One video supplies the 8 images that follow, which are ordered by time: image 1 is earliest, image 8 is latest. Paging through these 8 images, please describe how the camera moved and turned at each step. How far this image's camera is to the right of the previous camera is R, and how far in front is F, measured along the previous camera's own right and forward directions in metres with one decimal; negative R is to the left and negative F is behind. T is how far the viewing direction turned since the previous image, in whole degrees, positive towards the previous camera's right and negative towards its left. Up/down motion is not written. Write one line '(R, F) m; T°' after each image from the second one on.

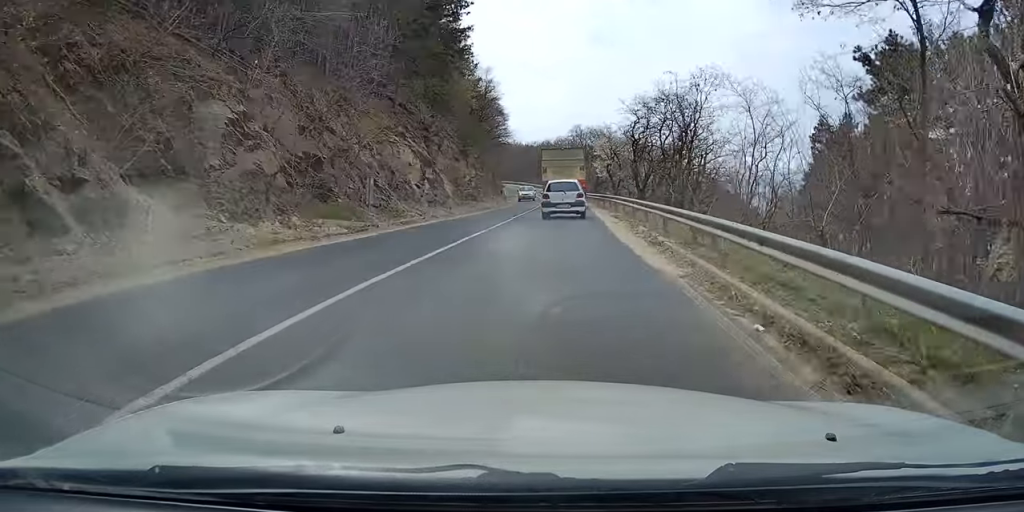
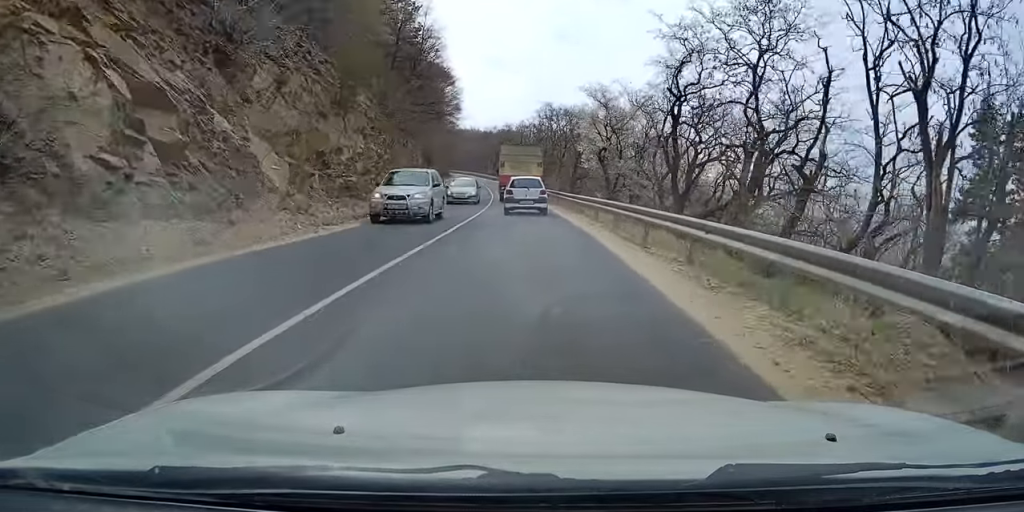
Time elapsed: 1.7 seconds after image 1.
(+1.6, +23.0) m; +4°
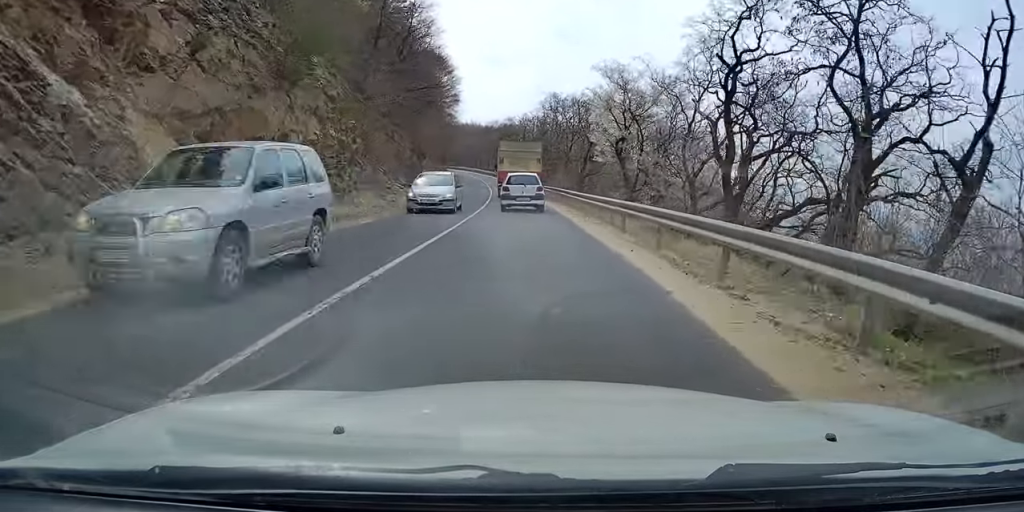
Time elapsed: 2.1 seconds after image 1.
(0.0, +6.0) m; 0°
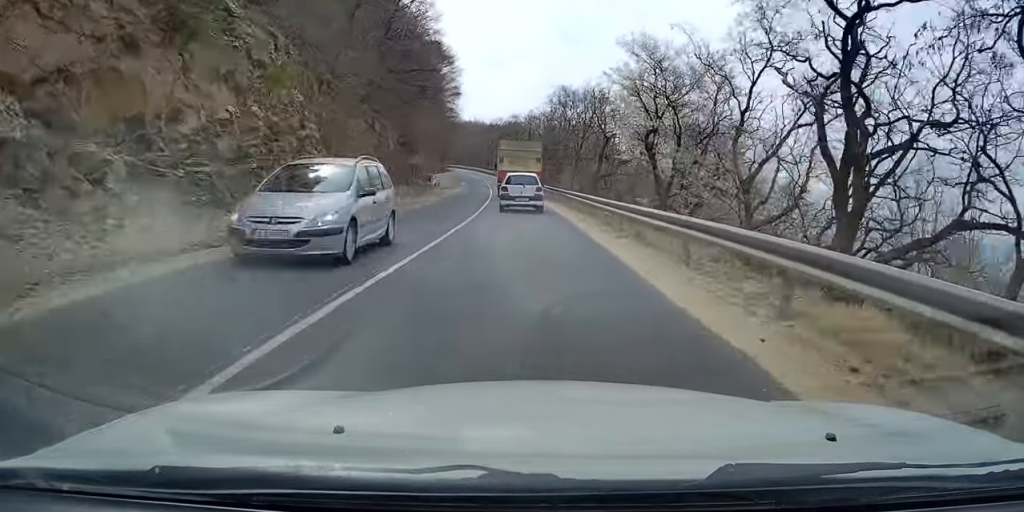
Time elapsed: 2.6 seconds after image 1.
(0.0, +6.5) m; 0°
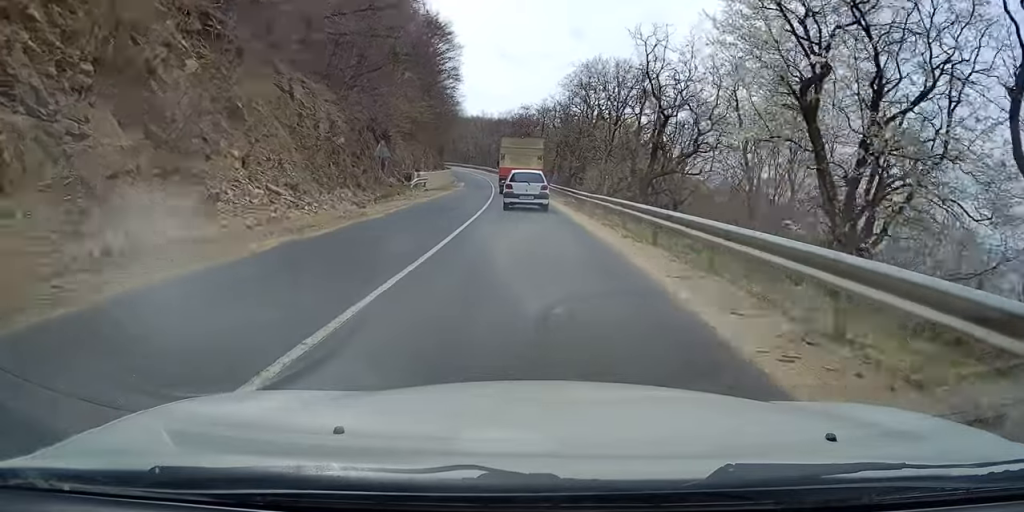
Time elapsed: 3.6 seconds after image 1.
(-0.1, +13.5) m; -2°
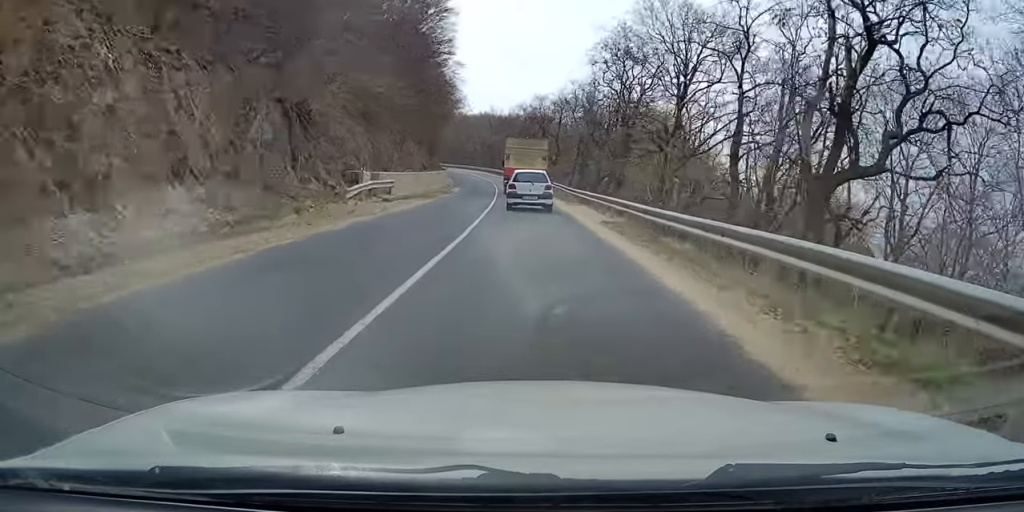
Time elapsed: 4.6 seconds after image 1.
(-0.3, +15.0) m; -2°
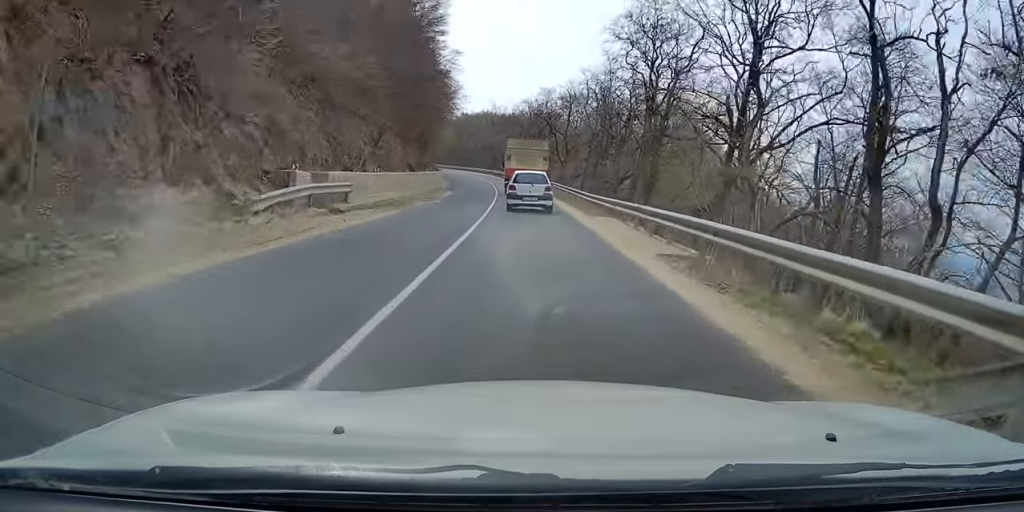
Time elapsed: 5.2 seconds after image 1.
(-0.1, +8.0) m; -1°
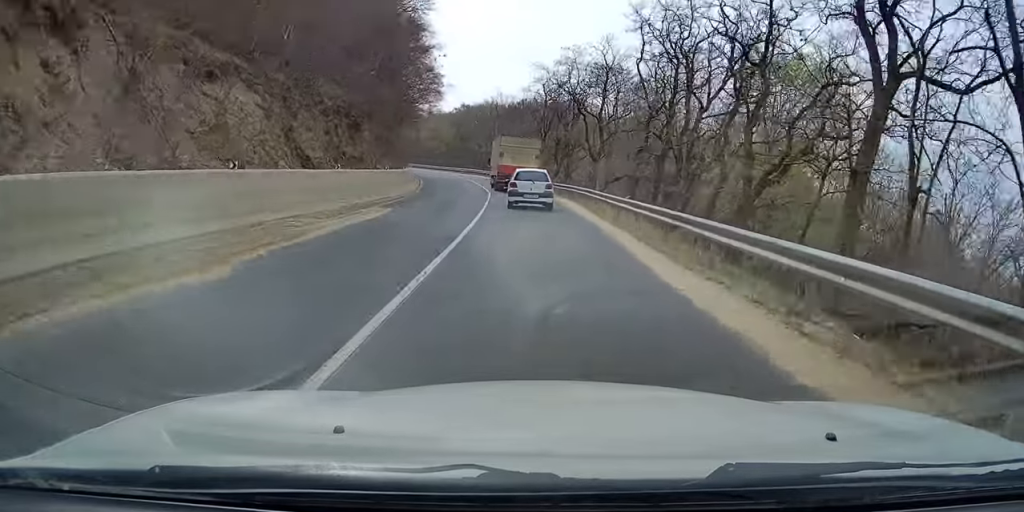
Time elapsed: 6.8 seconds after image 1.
(-0.5, +22.6) m; -3°
